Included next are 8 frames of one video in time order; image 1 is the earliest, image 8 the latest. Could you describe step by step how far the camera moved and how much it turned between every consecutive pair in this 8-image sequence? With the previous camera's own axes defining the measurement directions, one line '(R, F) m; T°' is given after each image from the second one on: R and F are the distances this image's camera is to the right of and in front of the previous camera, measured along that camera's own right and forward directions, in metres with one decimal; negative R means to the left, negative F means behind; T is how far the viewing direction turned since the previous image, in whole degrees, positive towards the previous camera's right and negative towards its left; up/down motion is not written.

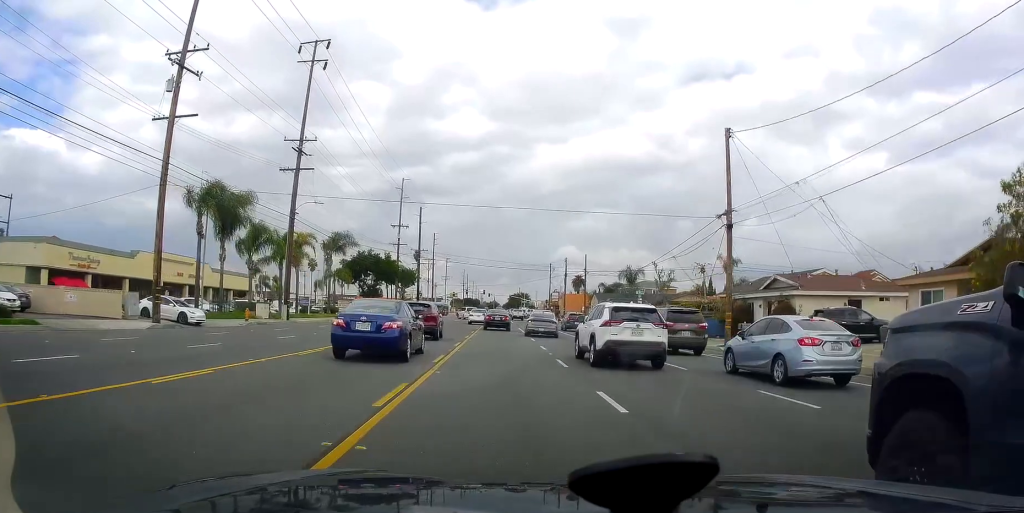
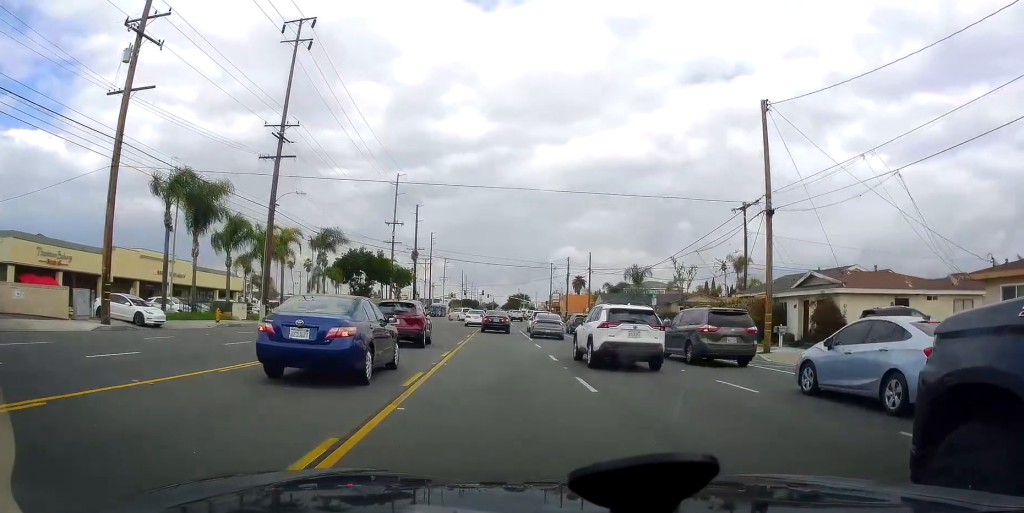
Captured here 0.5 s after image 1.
(0.0, +4.7) m; 0°
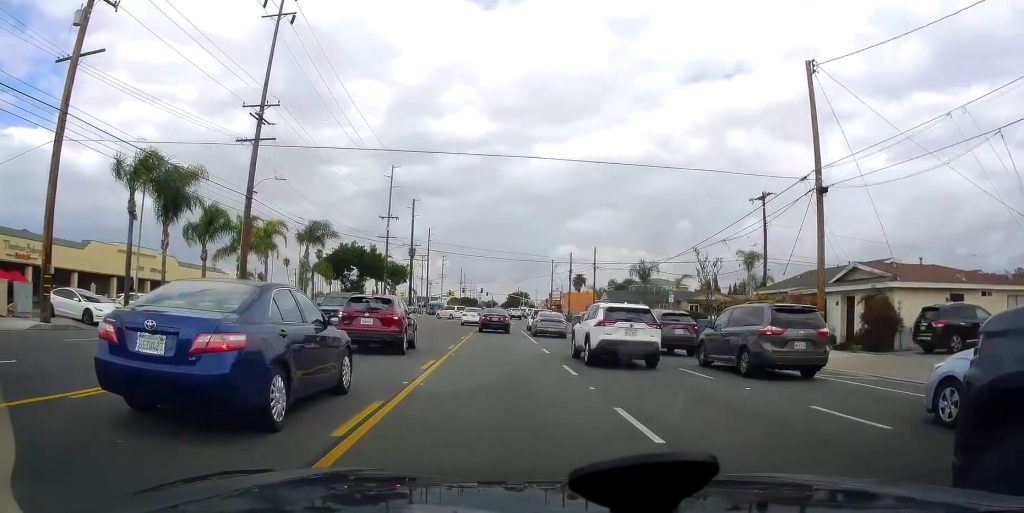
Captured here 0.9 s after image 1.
(0.0, +4.7) m; 0°
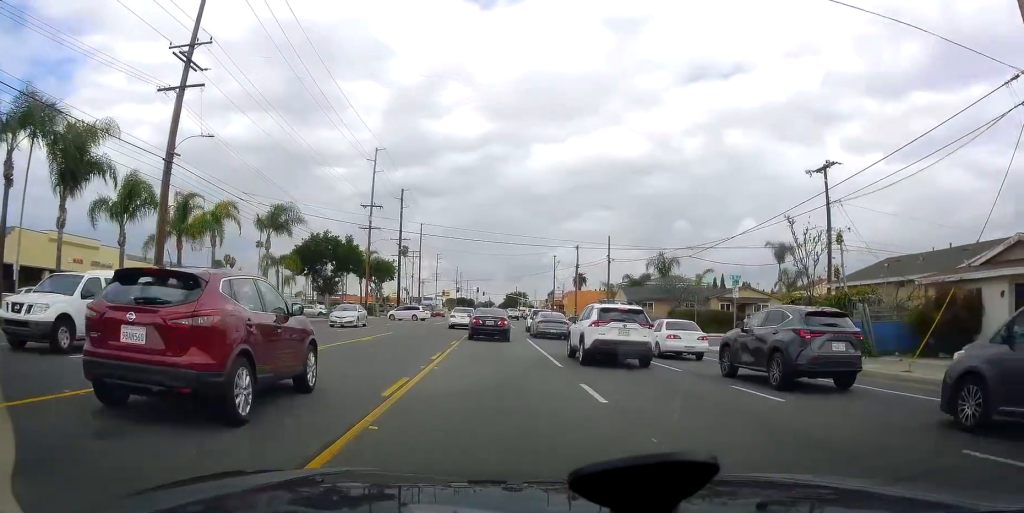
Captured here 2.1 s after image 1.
(0.0, +10.9) m; 0°
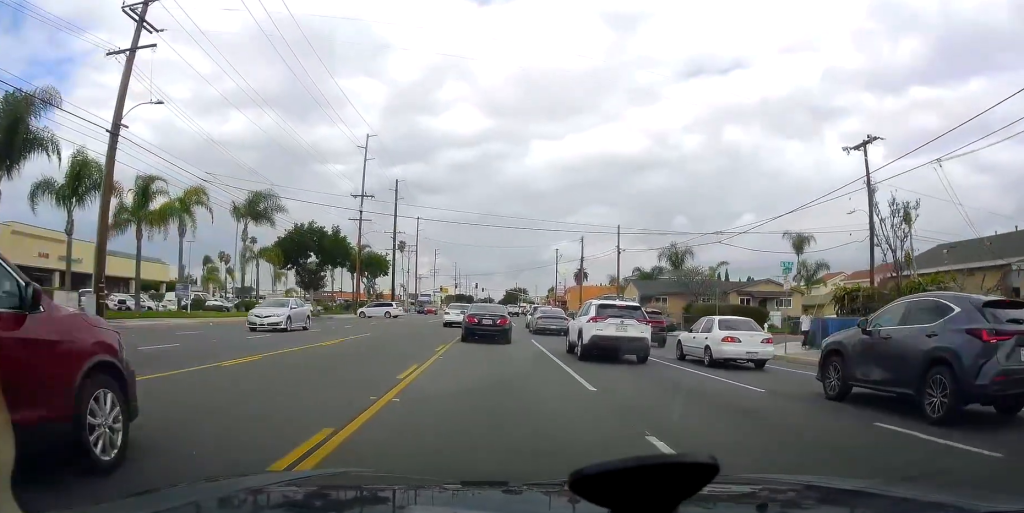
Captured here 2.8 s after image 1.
(0.0, +5.4) m; 0°
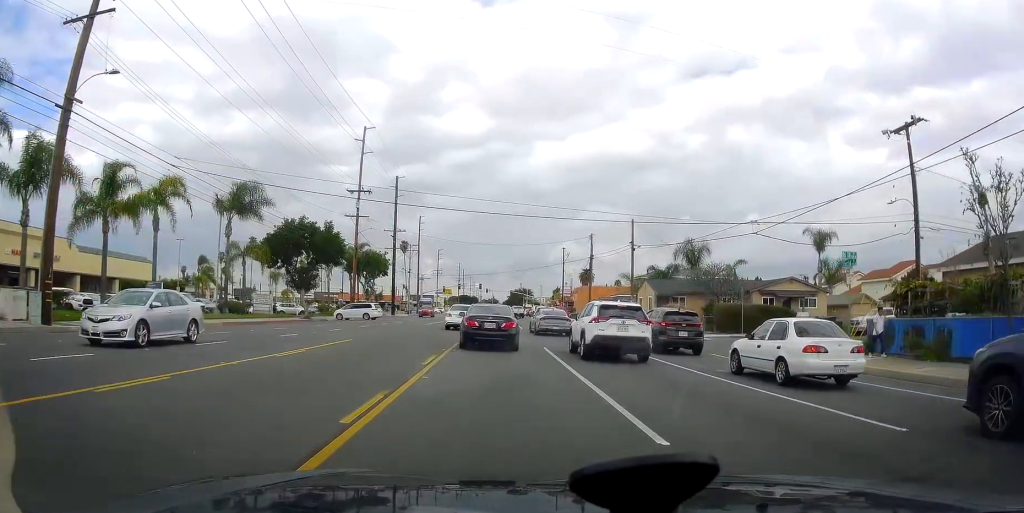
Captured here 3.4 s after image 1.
(0.0, +4.6) m; 0°
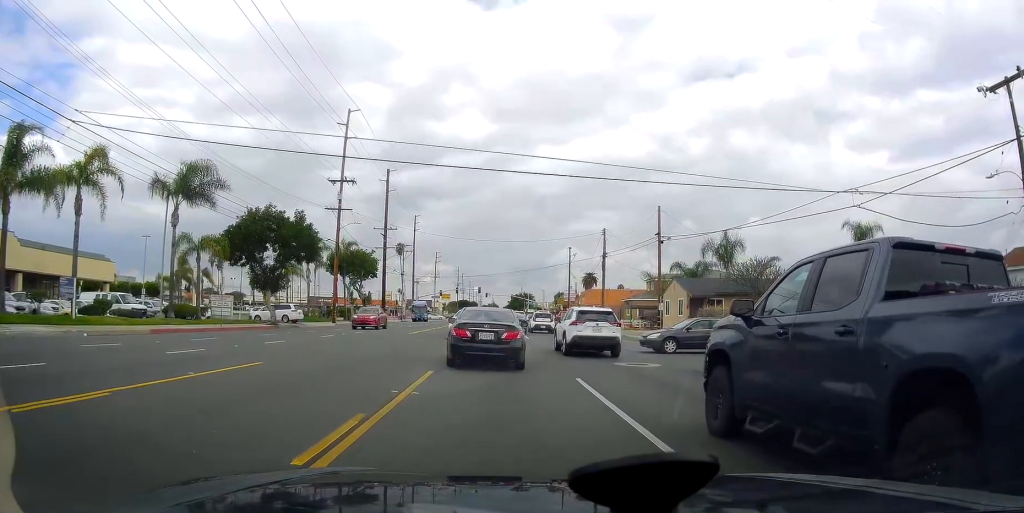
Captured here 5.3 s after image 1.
(0.0, +11.5) m; -2°
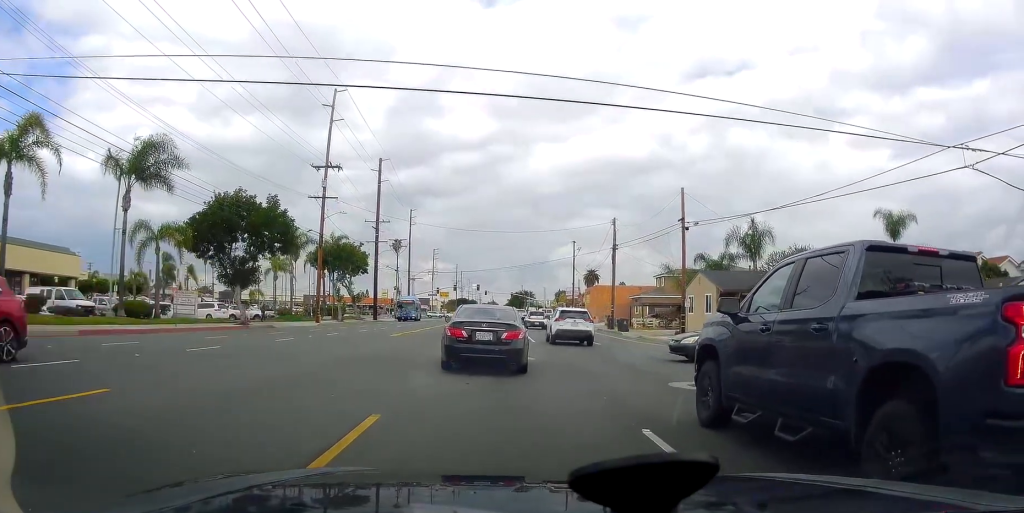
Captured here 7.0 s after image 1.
(-0.7, +6.3) m; -6°
